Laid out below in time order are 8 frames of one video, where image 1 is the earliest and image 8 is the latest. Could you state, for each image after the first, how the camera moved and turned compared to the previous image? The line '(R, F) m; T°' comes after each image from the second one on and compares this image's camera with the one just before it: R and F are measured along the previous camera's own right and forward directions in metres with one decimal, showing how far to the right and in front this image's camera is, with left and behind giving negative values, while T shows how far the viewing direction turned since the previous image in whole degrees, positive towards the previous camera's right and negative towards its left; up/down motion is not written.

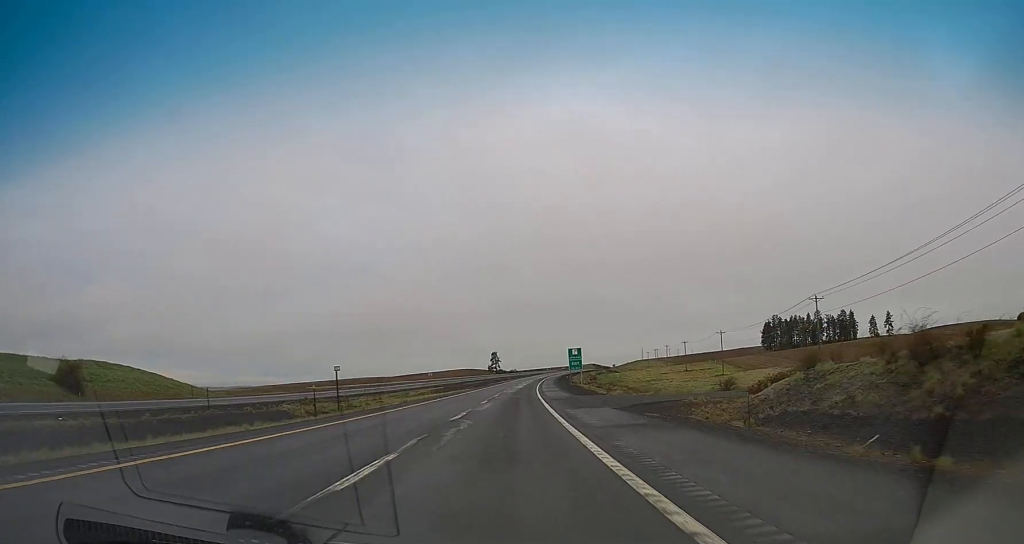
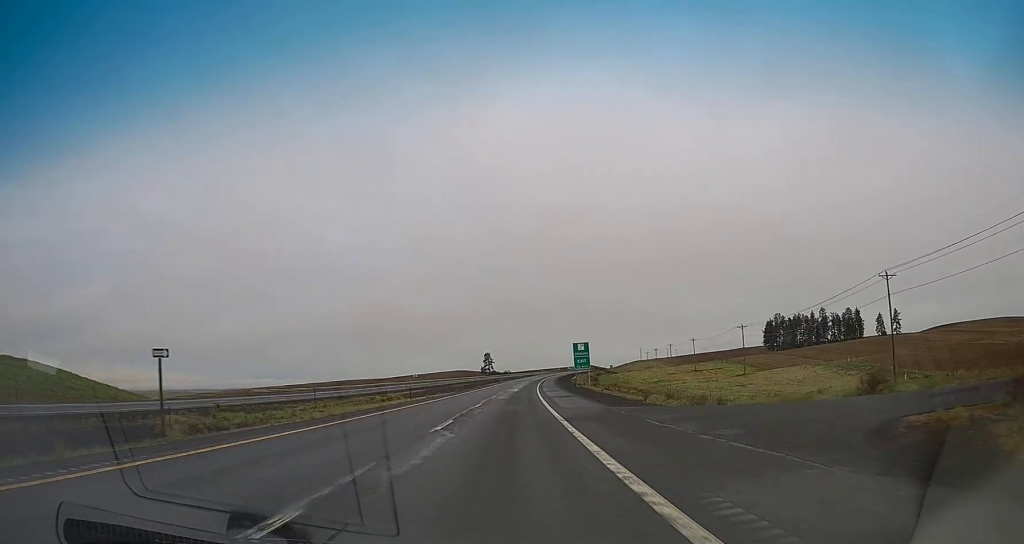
(+0.2, +20.6) m; +1°
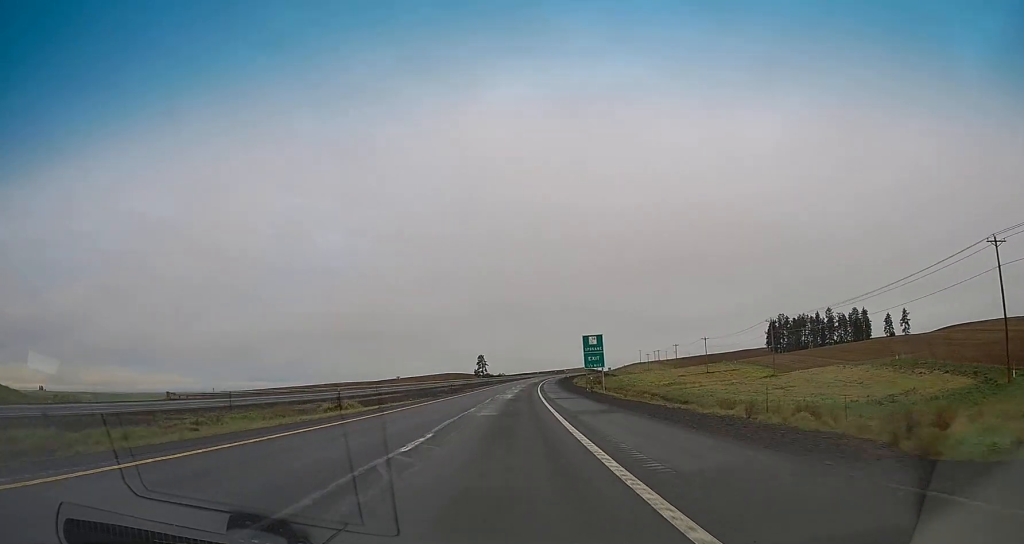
(+0.2, +20.4) m; +1°
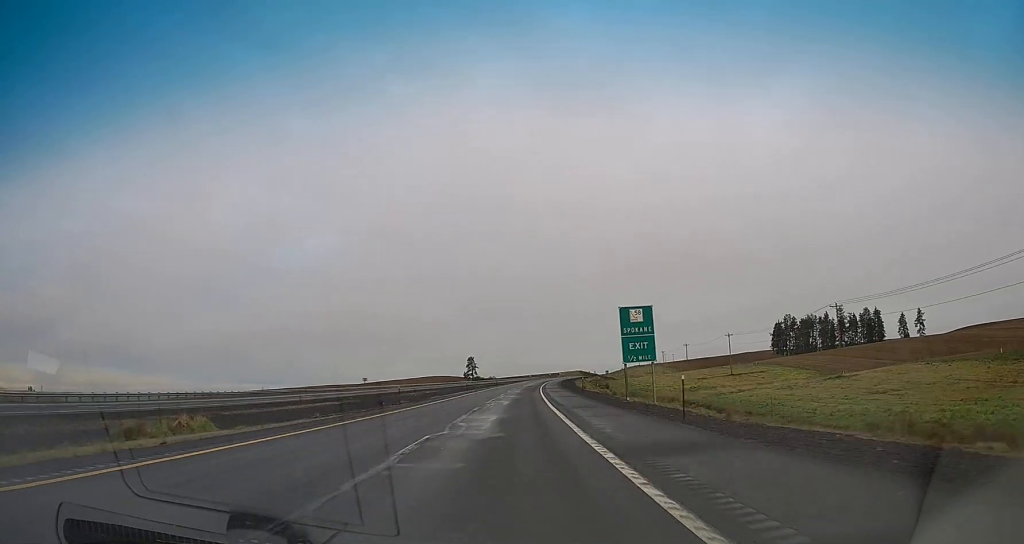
(+0.5, +31.0) m; +1°
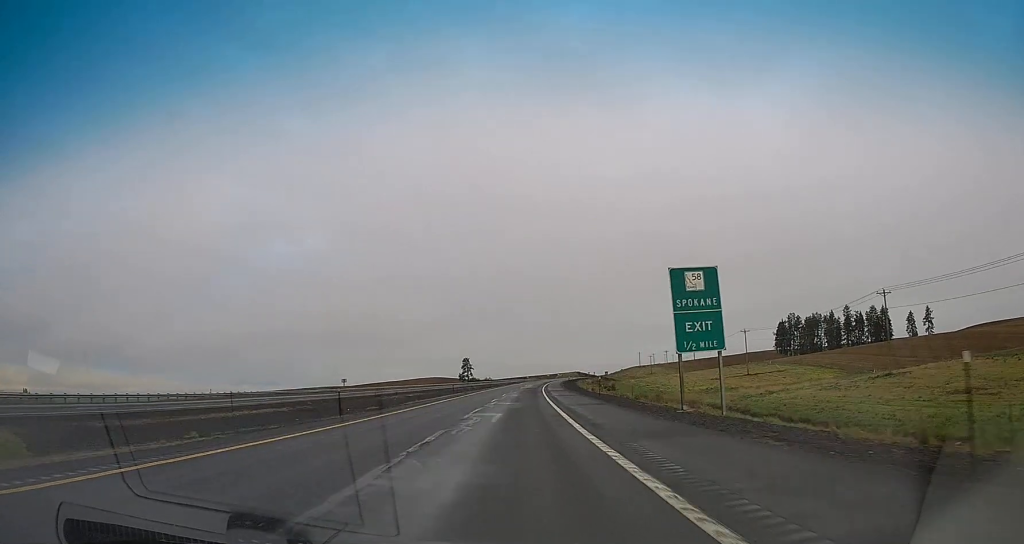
(-0.1, +15.5) m; 0°
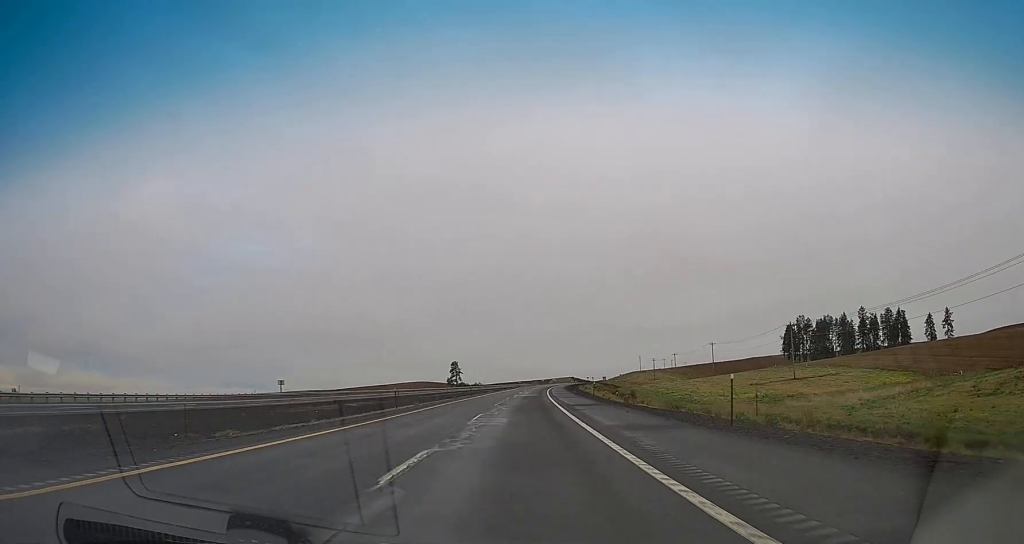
(+0.1, +32.9) m; +1°
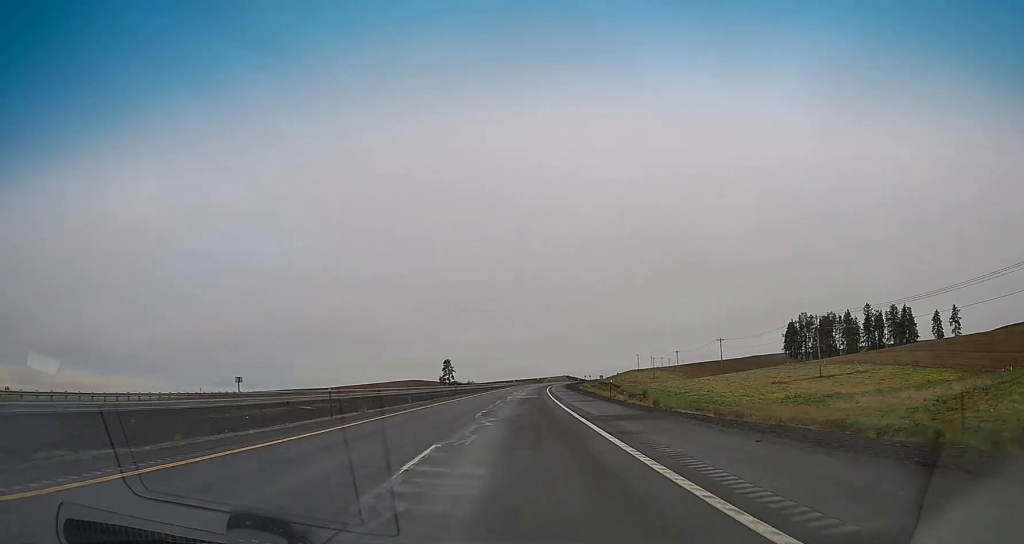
(+0.3, +14.5) m; 0°
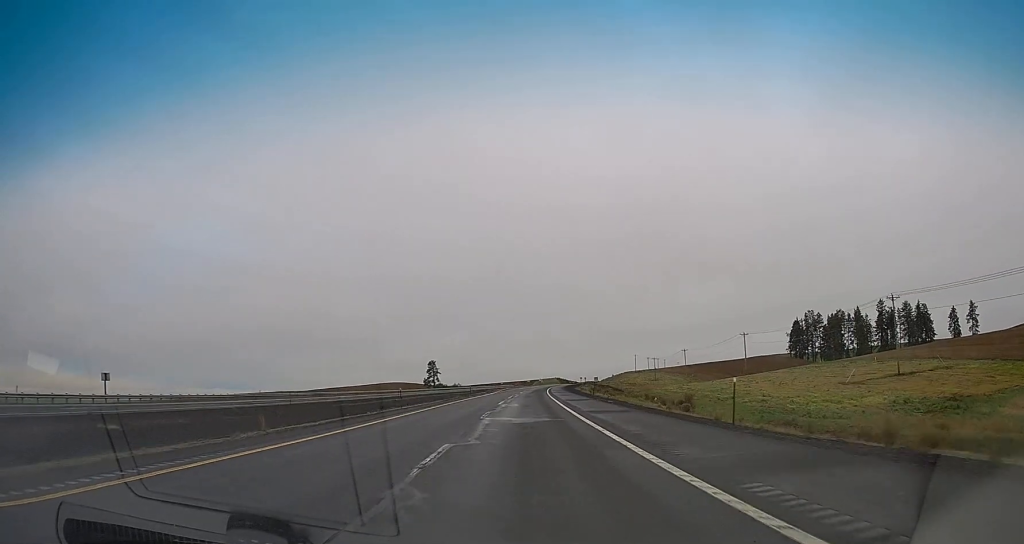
(-0.3, +30.0) m; +1°
